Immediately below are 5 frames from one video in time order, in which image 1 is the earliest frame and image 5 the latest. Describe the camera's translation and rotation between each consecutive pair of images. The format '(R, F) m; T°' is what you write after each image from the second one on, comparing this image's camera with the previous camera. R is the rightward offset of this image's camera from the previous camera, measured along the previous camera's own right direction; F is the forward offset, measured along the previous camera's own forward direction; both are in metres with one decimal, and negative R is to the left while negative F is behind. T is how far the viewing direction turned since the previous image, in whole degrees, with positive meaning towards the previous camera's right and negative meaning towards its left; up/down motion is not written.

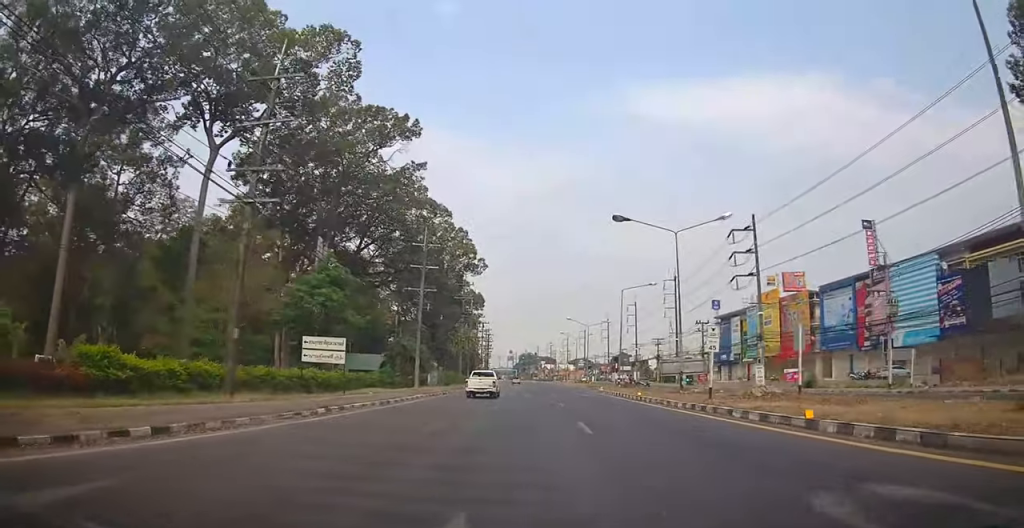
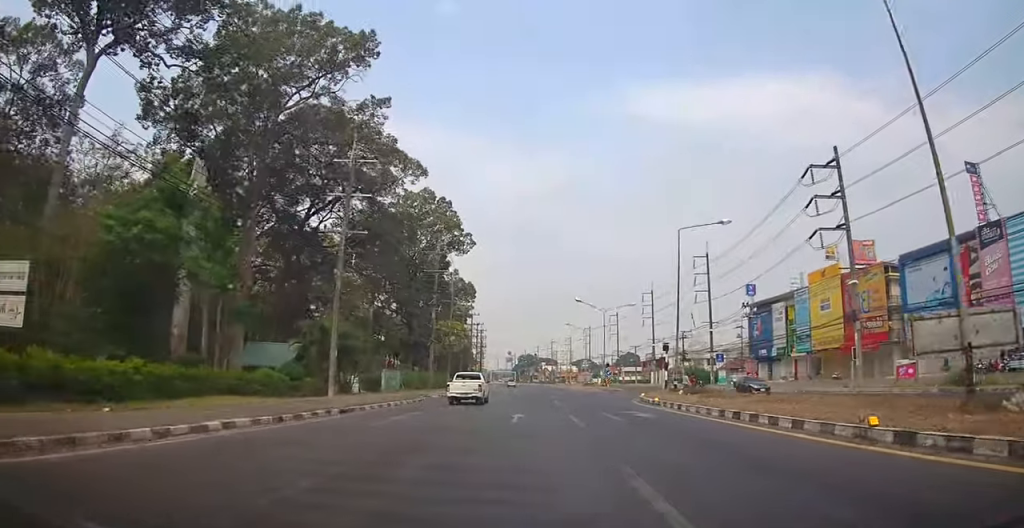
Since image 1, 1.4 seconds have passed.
(-0.1, +21.4) m; +3°
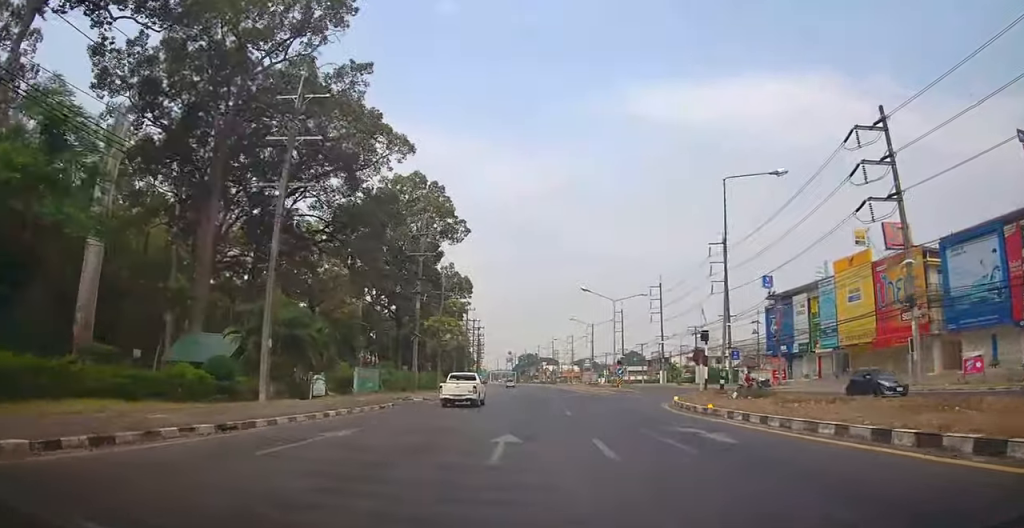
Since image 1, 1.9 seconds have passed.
(+0.5, +7.9) m; +1°
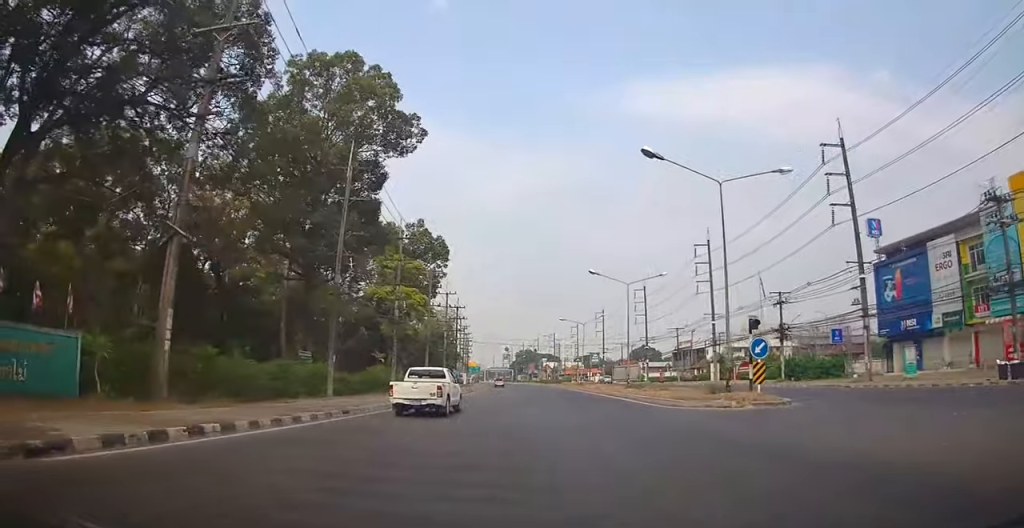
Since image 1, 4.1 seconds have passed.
(-0.5, +34.2) m; -4°
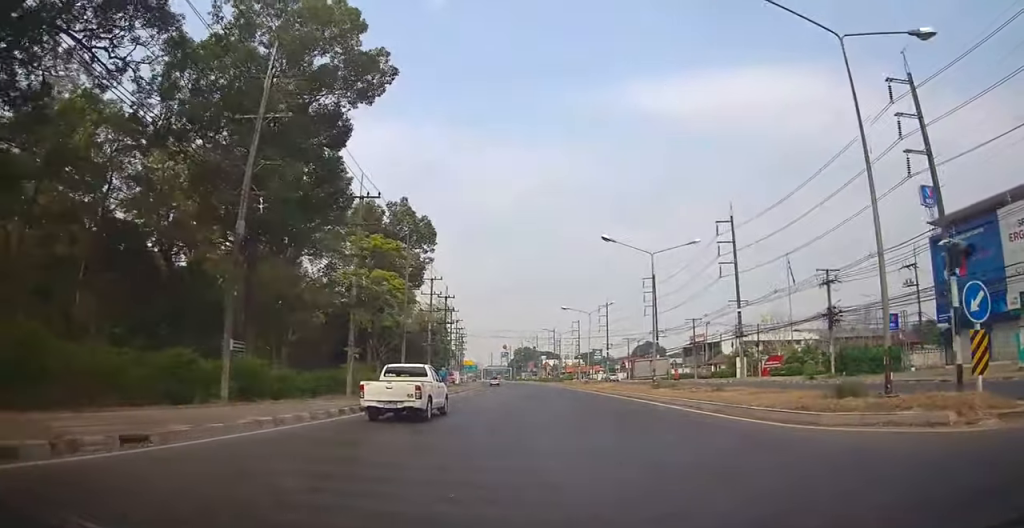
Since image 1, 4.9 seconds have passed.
(-0.2, +11.1) m; -1°
